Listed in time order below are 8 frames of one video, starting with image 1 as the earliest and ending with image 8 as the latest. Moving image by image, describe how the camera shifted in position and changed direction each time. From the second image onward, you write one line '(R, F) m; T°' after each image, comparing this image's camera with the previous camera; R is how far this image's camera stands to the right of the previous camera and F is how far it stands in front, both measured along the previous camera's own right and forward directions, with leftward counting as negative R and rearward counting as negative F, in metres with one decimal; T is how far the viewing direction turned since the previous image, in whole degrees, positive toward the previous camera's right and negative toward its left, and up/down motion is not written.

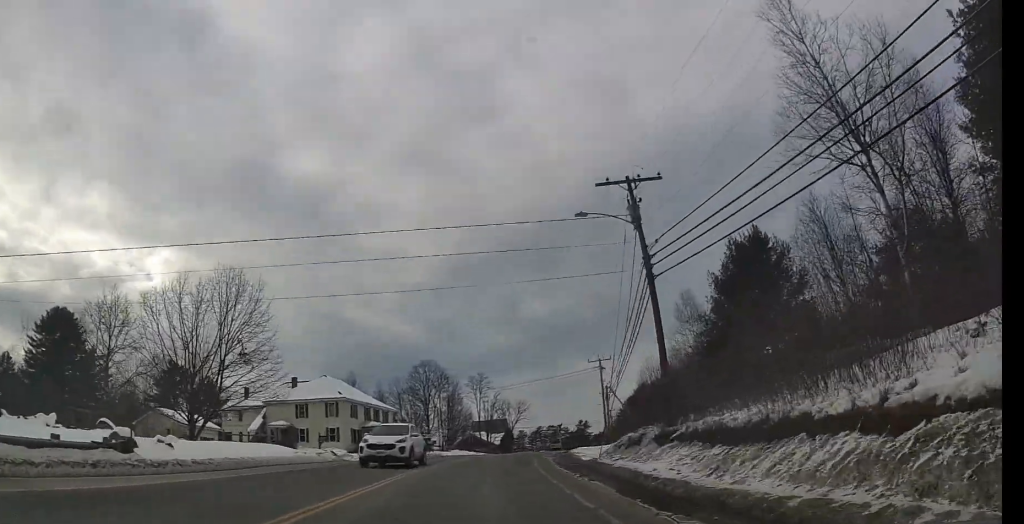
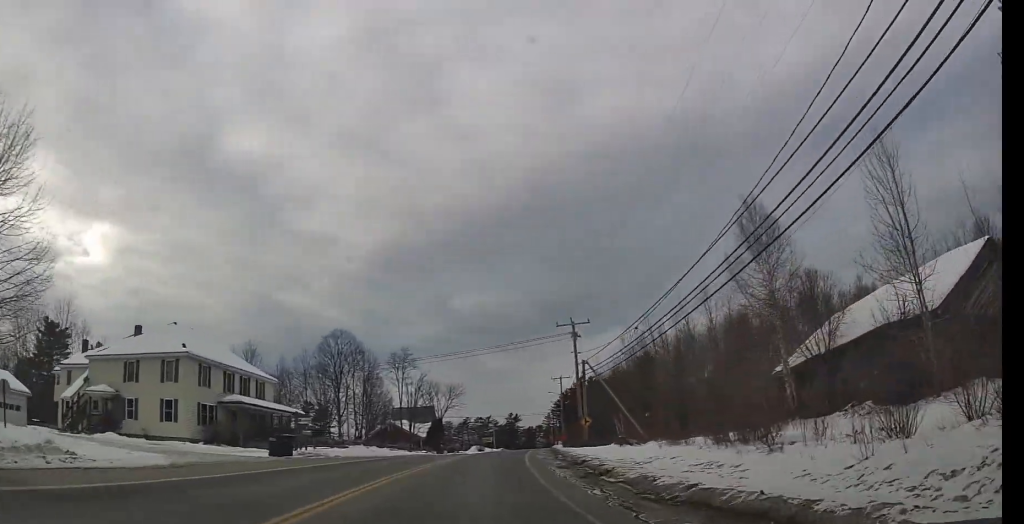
(+1.4, +24.0) m; +6°
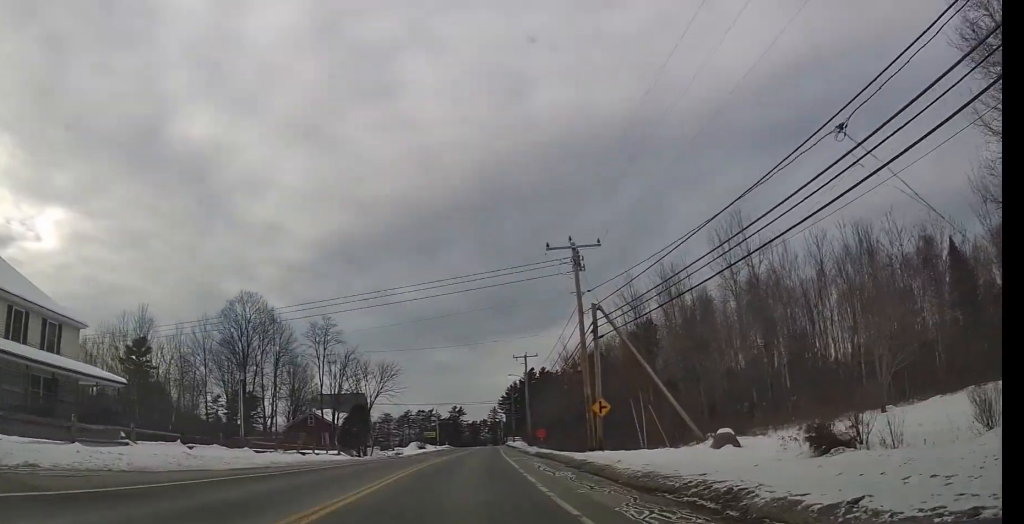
(+1.4, +22.1) m; +8°
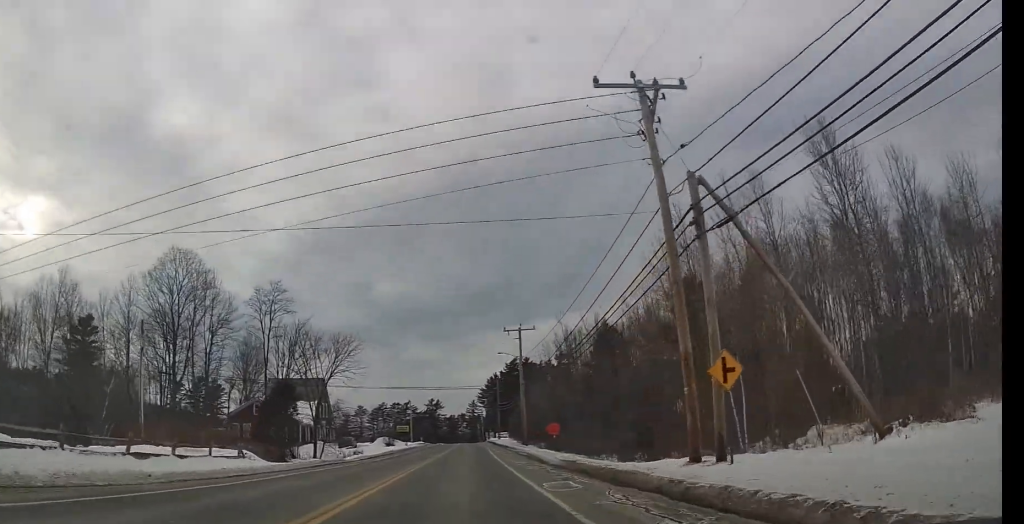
(+1.1, +16.3) m; +5°
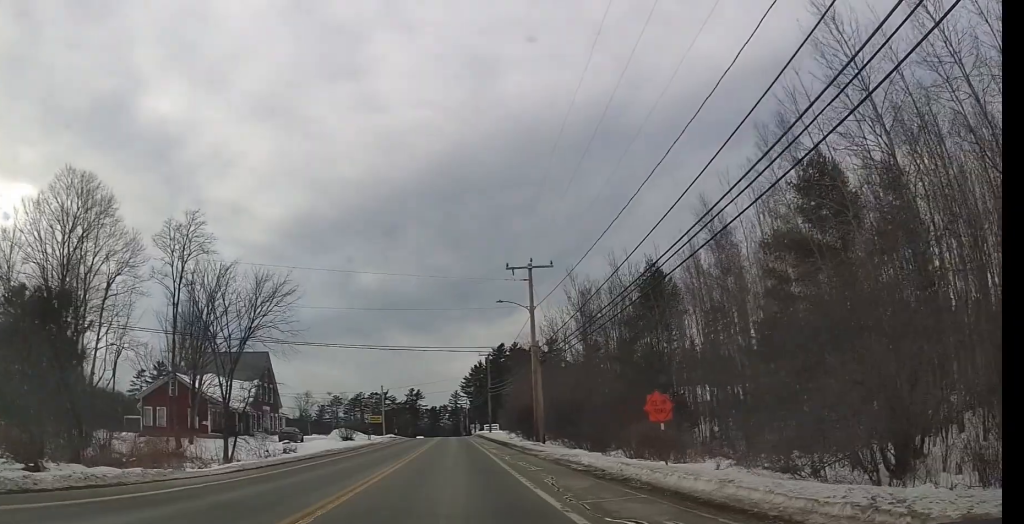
(+0.4, +19.6) m; +6°
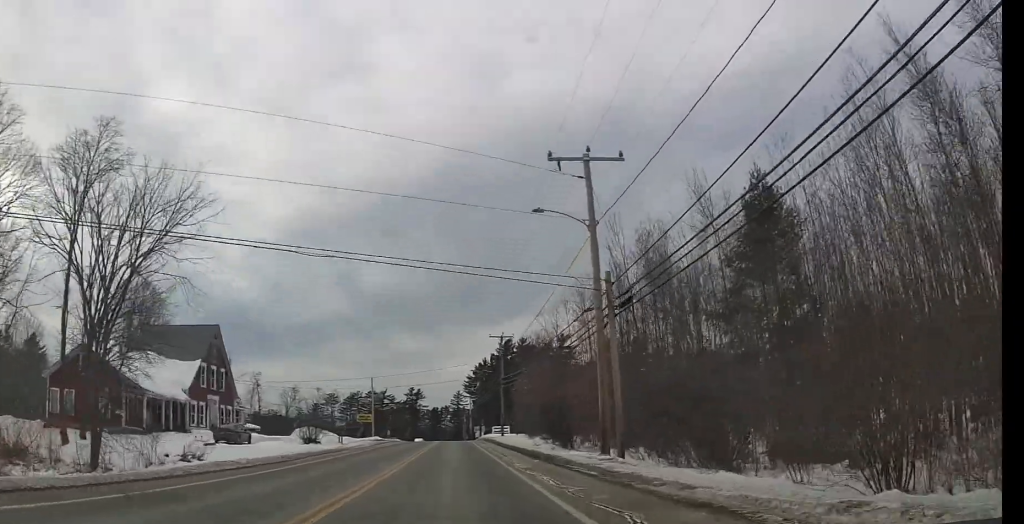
(+0.9, +15.6) m; +7°
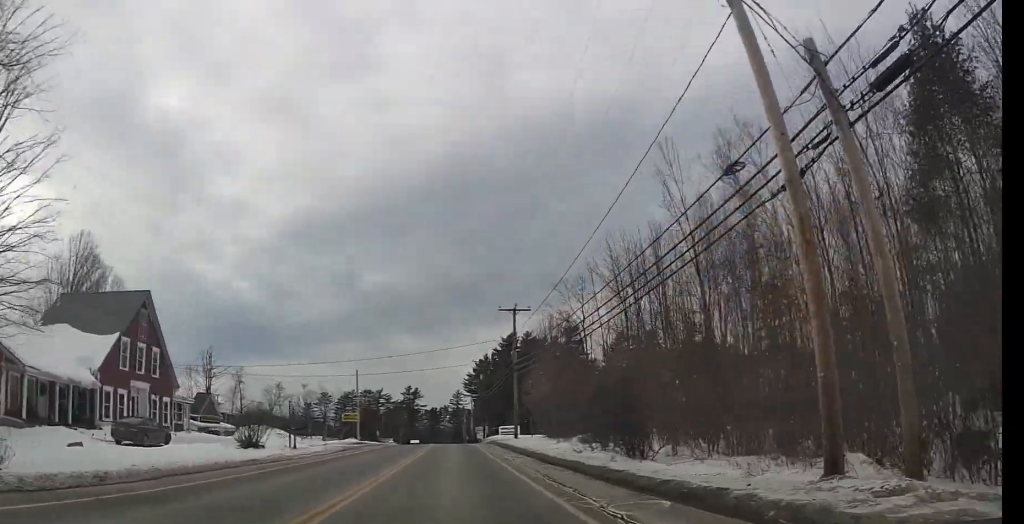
(+1.3, +12.6) m; +3°
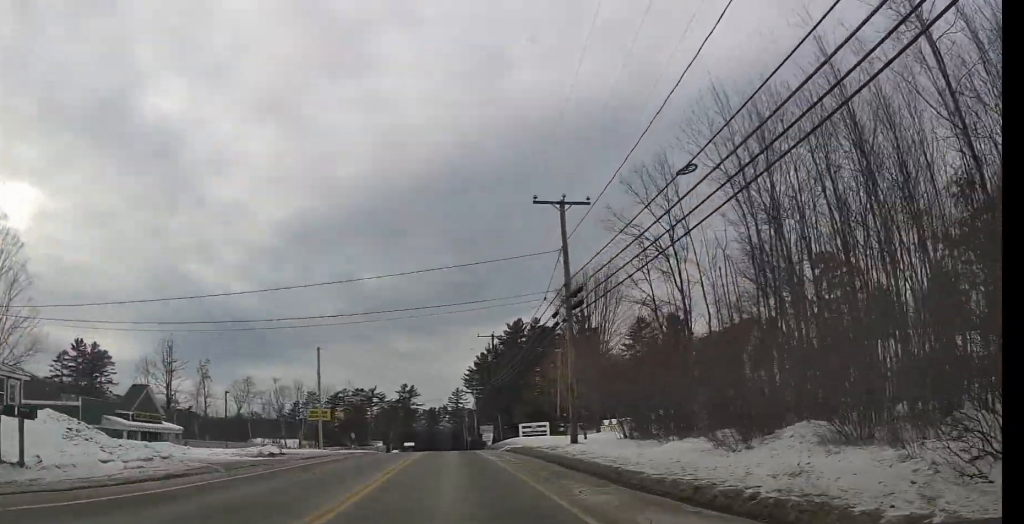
(-2.0, +20.5) m; -14°
